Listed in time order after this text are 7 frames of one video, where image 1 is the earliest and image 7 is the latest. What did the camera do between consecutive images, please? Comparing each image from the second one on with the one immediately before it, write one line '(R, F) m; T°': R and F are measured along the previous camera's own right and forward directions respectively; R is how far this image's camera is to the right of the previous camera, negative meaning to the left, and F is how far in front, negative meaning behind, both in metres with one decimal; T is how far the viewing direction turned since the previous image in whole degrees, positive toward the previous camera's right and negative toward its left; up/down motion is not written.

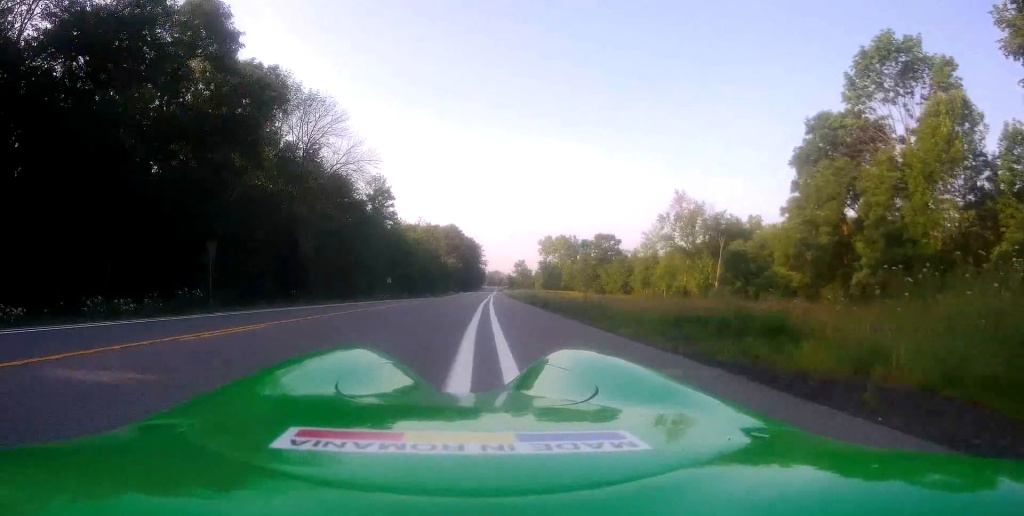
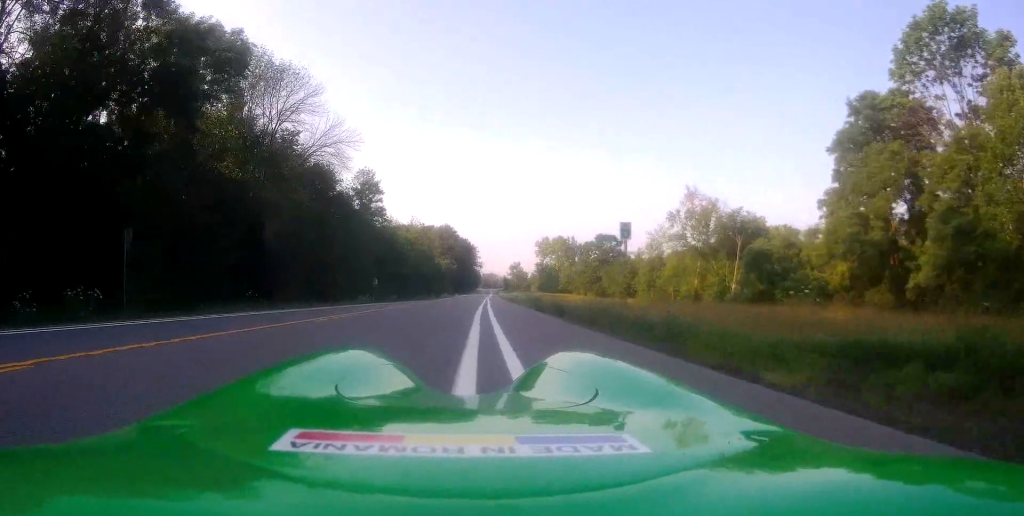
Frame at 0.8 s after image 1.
(+0.2, +6.3) m; 0°
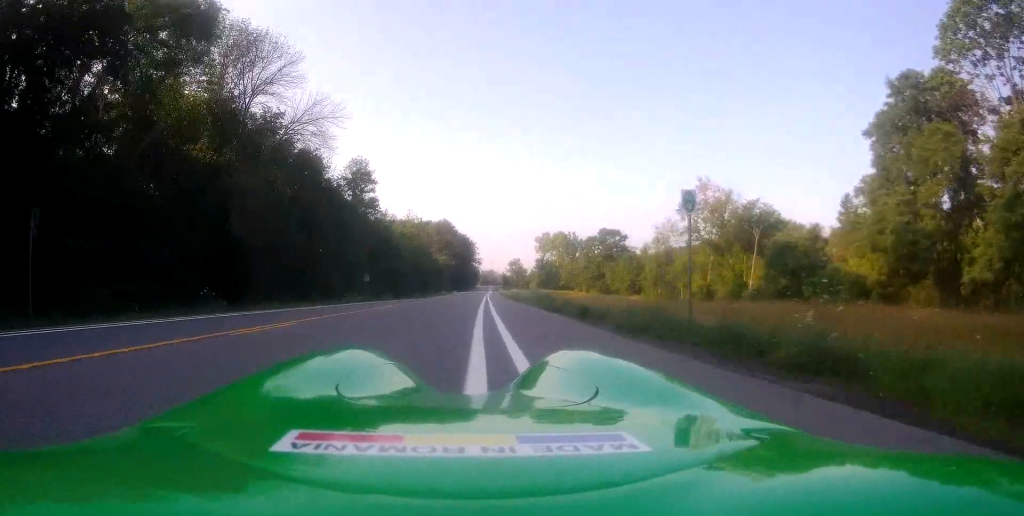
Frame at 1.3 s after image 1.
(0.0, +4.9) m; -1°
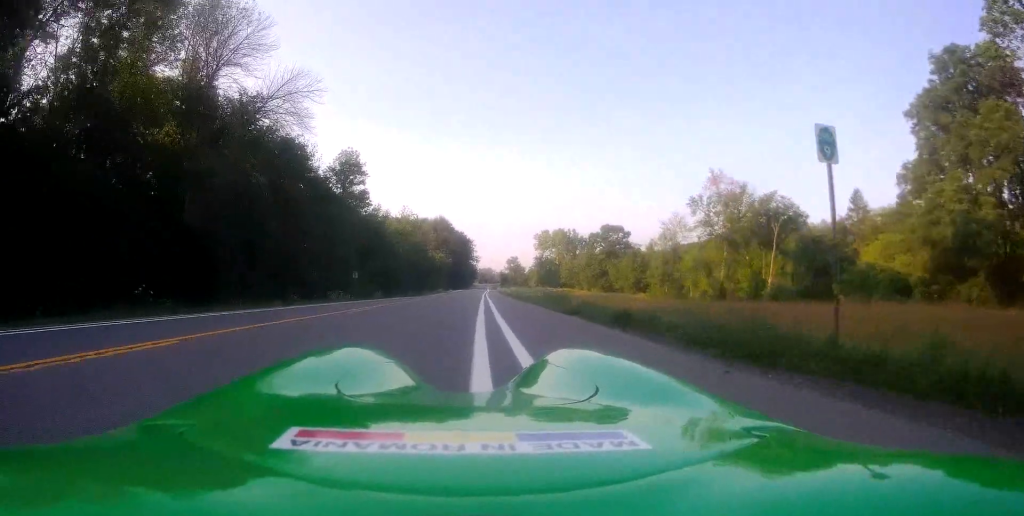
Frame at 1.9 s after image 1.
(-0.2, +4.5) m; -1°
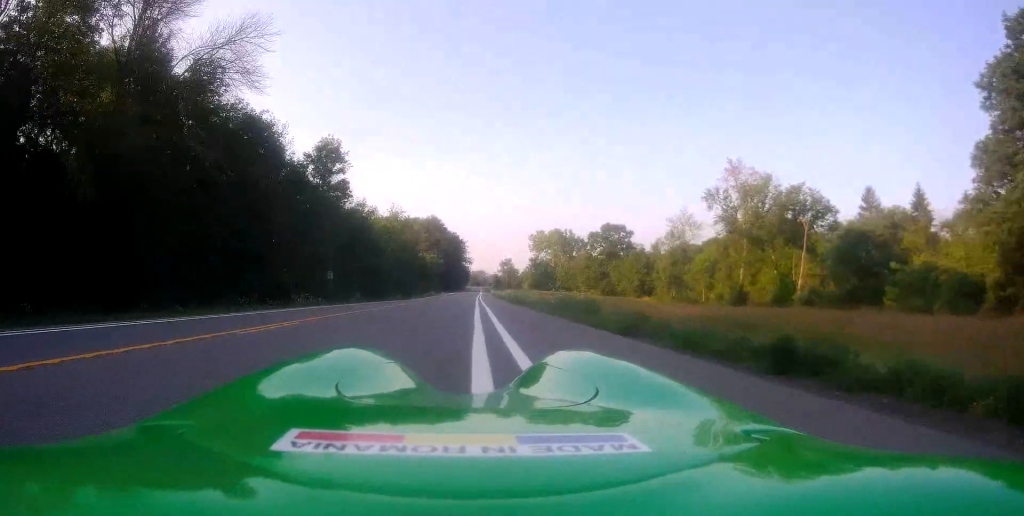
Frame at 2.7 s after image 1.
(-0.1, +7.0) m; +1°
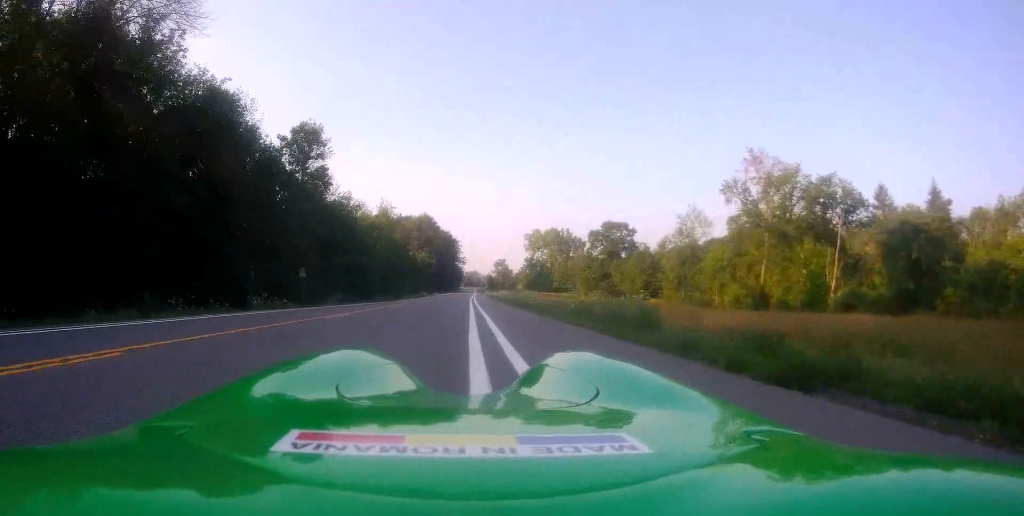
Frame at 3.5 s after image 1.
(+0.1, +6.4) m; +2°
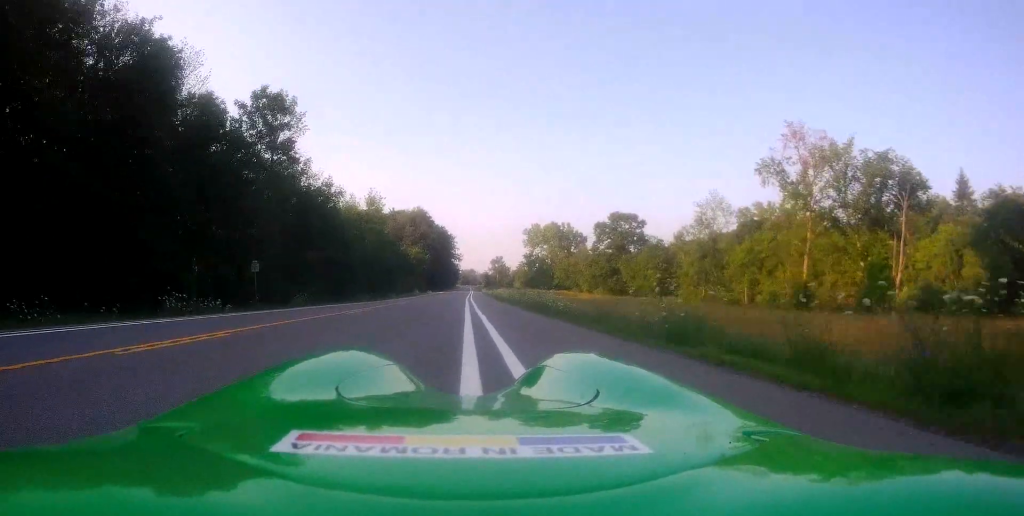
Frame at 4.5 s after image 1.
(+0.2, +8.7) m; +1°
